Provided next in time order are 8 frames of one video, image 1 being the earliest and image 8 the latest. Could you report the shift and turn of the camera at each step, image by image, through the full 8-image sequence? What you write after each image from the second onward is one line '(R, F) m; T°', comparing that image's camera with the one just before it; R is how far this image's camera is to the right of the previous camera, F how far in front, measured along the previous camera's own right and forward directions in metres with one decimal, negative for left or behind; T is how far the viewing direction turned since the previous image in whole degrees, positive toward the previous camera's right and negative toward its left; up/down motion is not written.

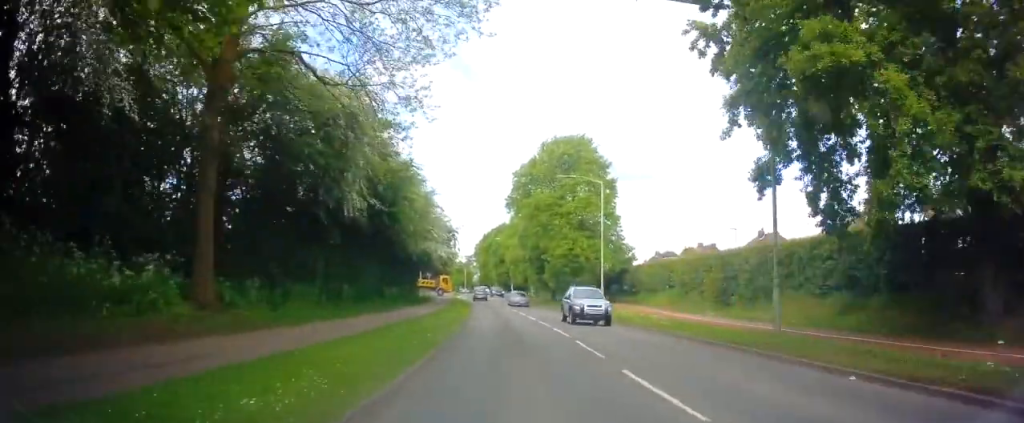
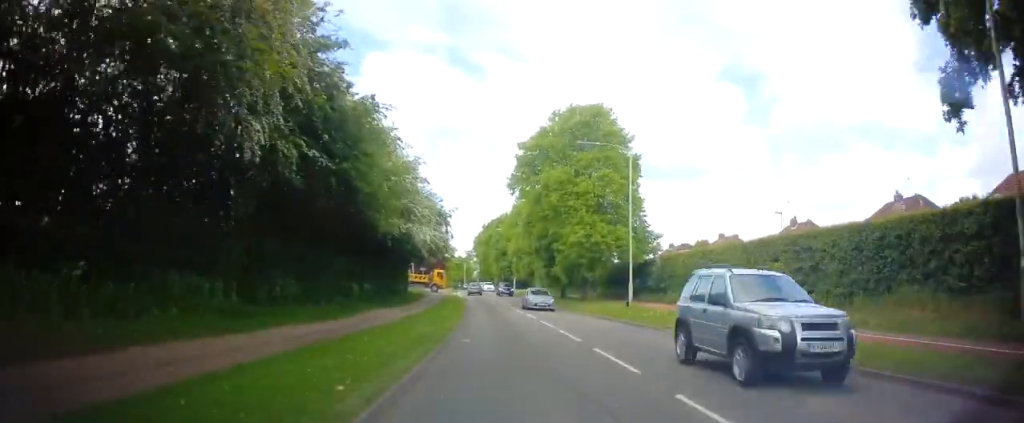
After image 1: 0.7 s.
(0.0, +8.4) m; 0°
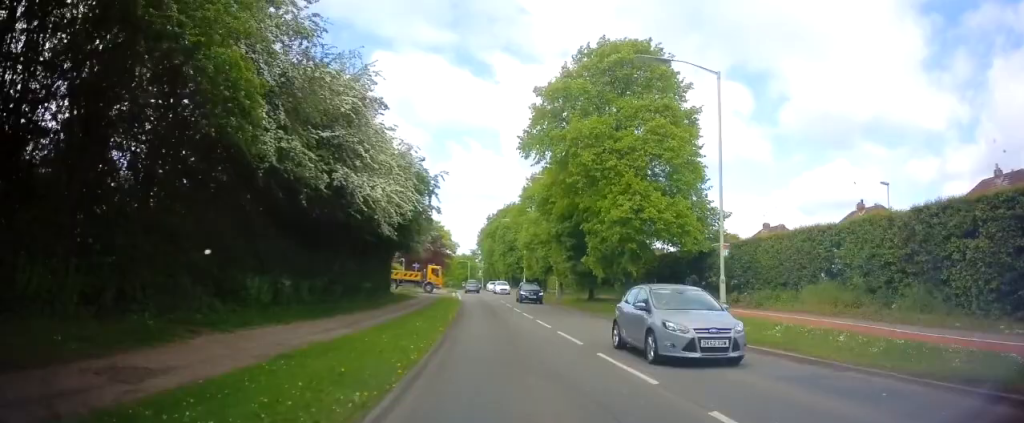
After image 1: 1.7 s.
(0.0, +12.7) m; 0°
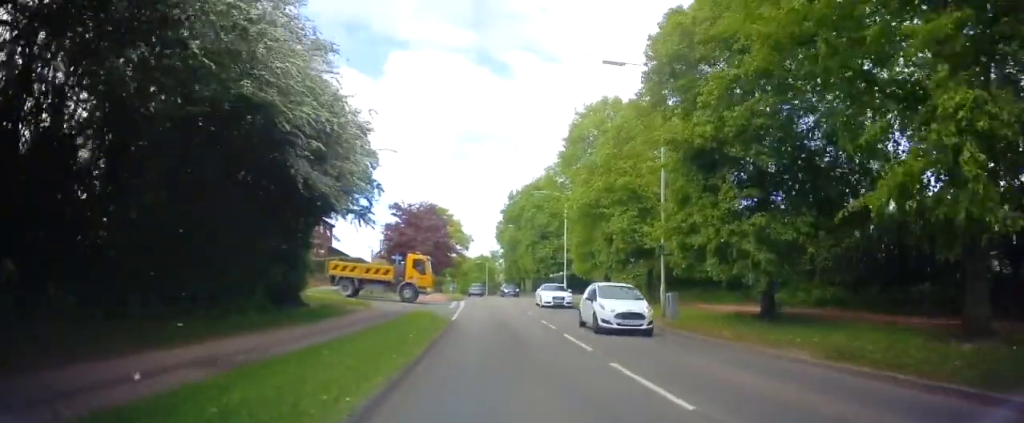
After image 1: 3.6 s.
(-1.0, +24.9) m; -2°
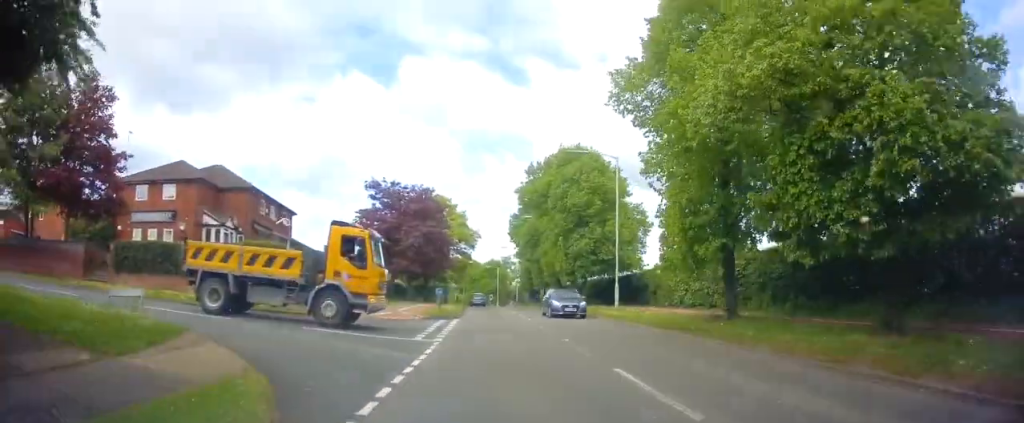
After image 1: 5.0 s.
(+0.3, +17.5) m; 0°
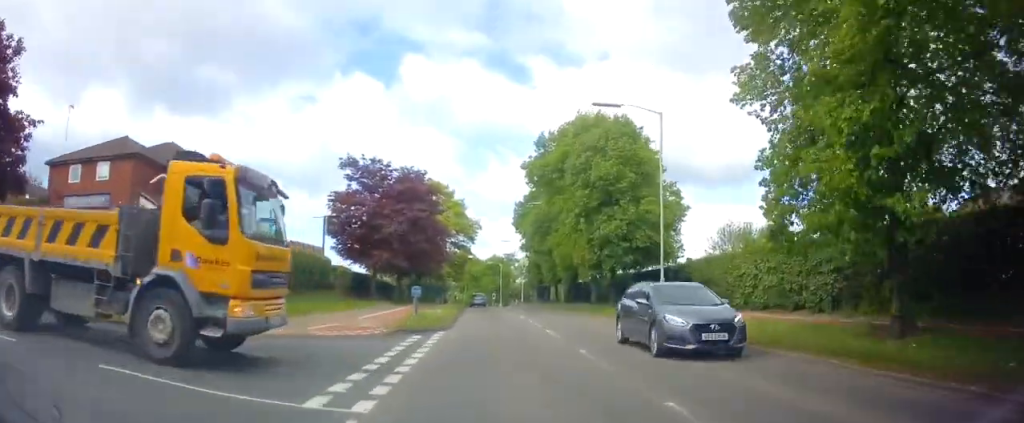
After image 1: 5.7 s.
(-0.2, +8.6) m; 0°
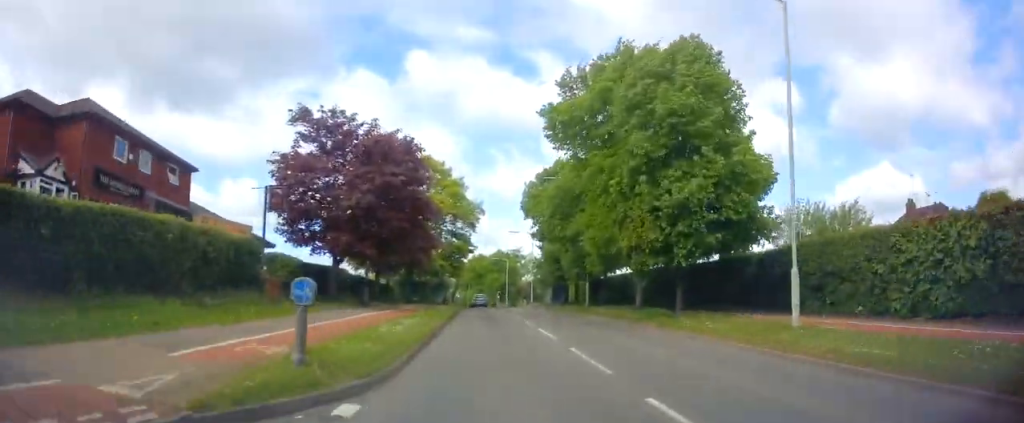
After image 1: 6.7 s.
(+0.4, +11.3) m; -3°
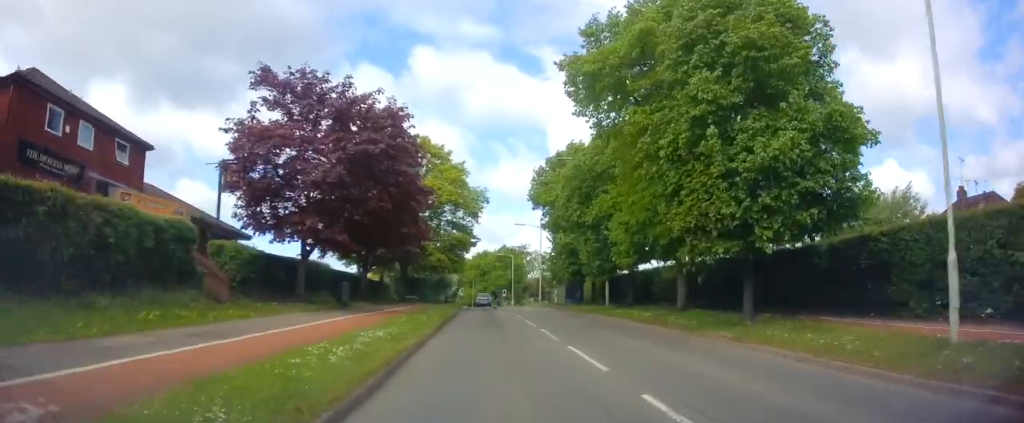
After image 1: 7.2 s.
(-0.6, +5.6) m; 0°
